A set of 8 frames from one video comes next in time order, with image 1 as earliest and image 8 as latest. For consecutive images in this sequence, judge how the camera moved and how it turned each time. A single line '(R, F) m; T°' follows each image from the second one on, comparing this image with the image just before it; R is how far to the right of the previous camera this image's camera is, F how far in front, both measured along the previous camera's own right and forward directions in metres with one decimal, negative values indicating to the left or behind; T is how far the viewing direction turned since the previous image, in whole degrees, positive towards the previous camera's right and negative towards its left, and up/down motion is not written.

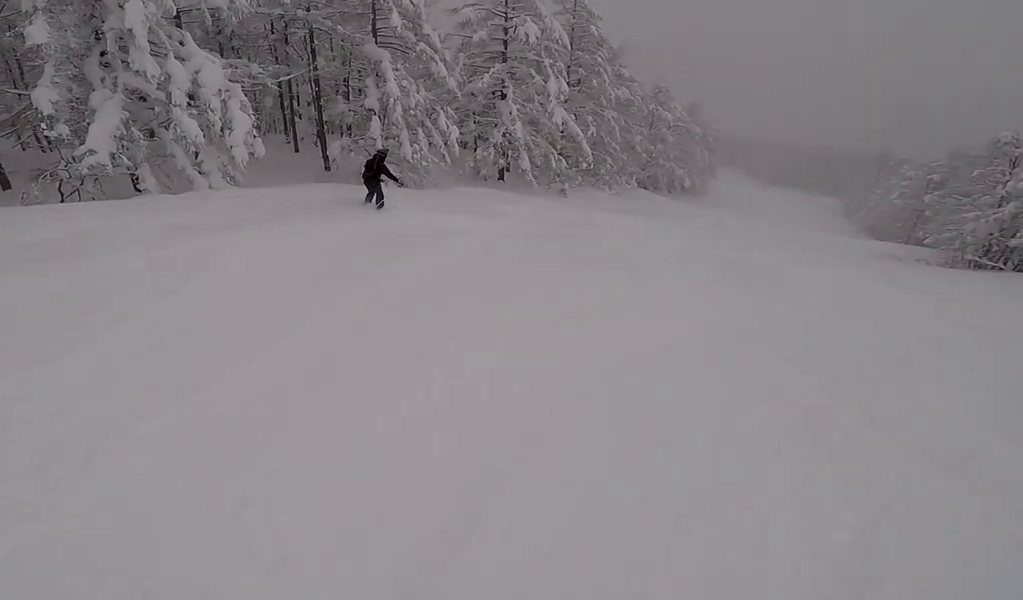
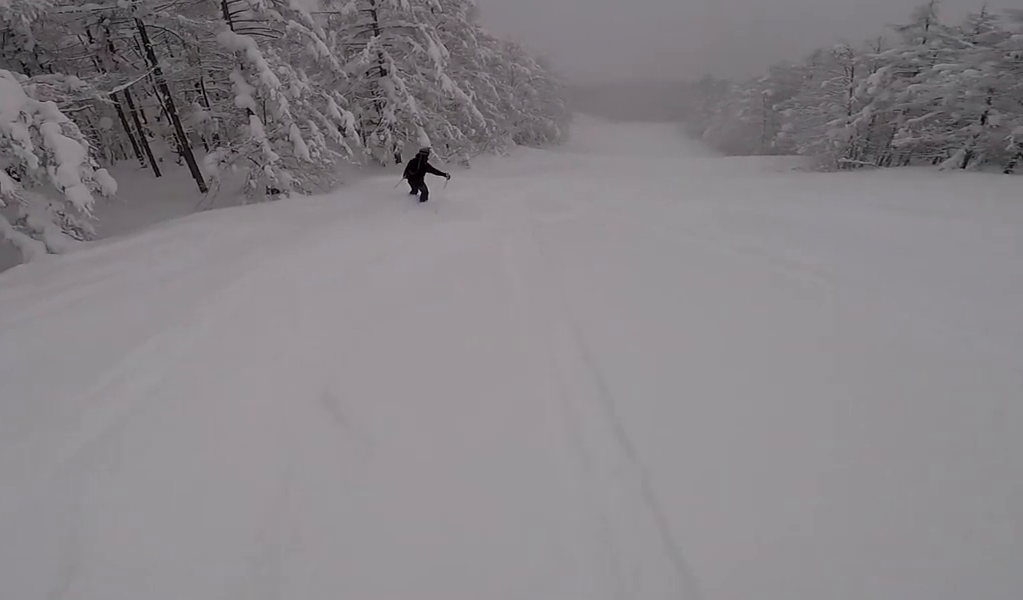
(-1.2, +4.0) m; -5°
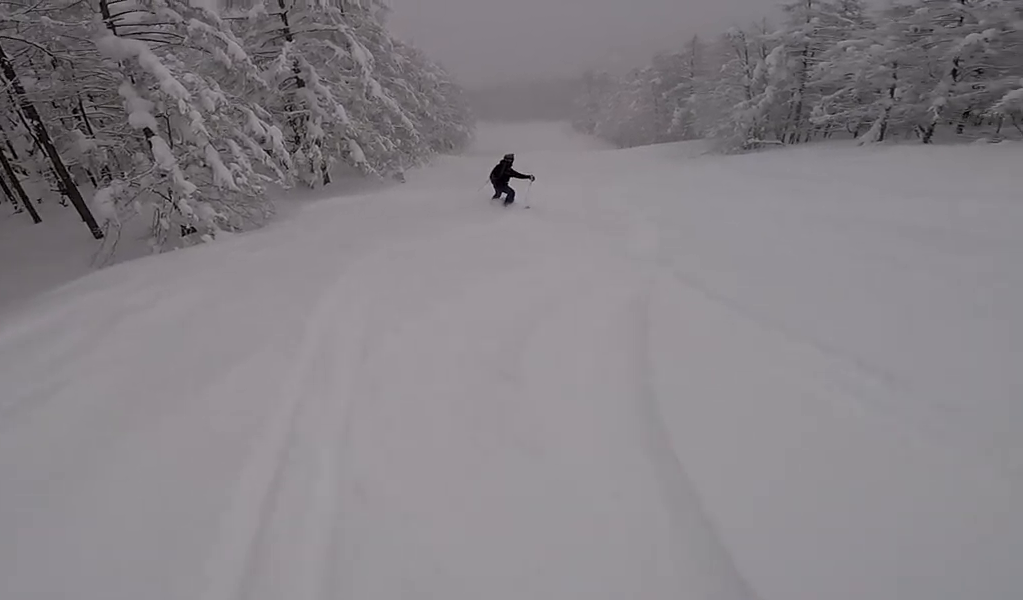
(+0.5, +3.7) m; +11°
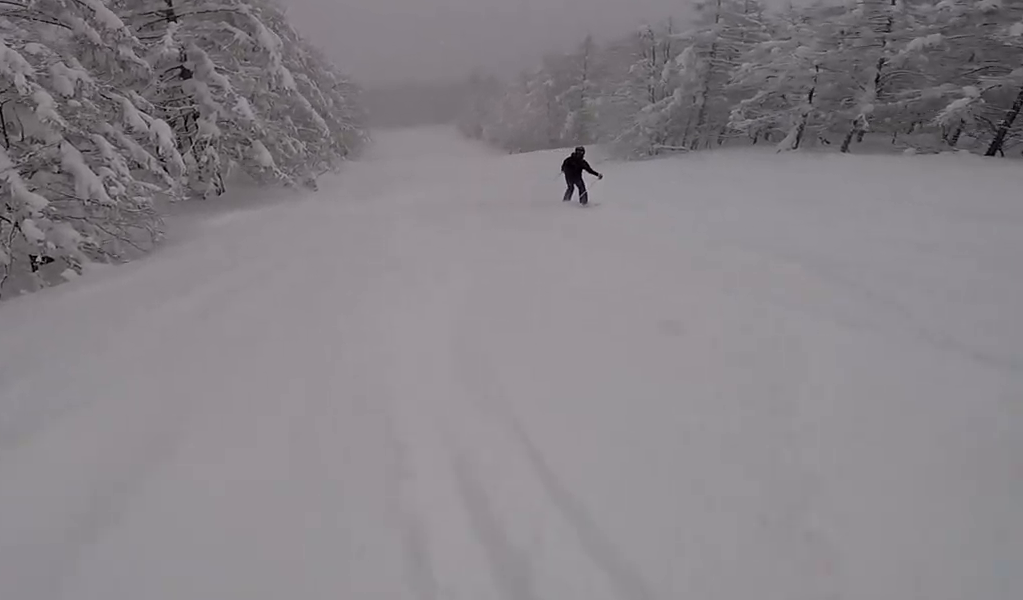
(+0.3, +3.6) m; +14°
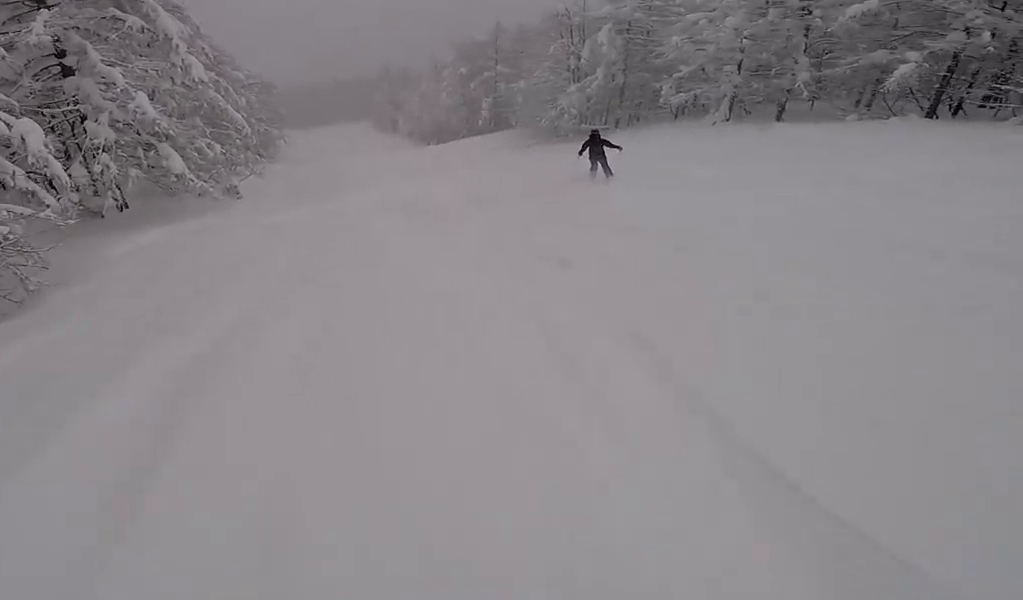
(+0.2, +2.9) m; +12°
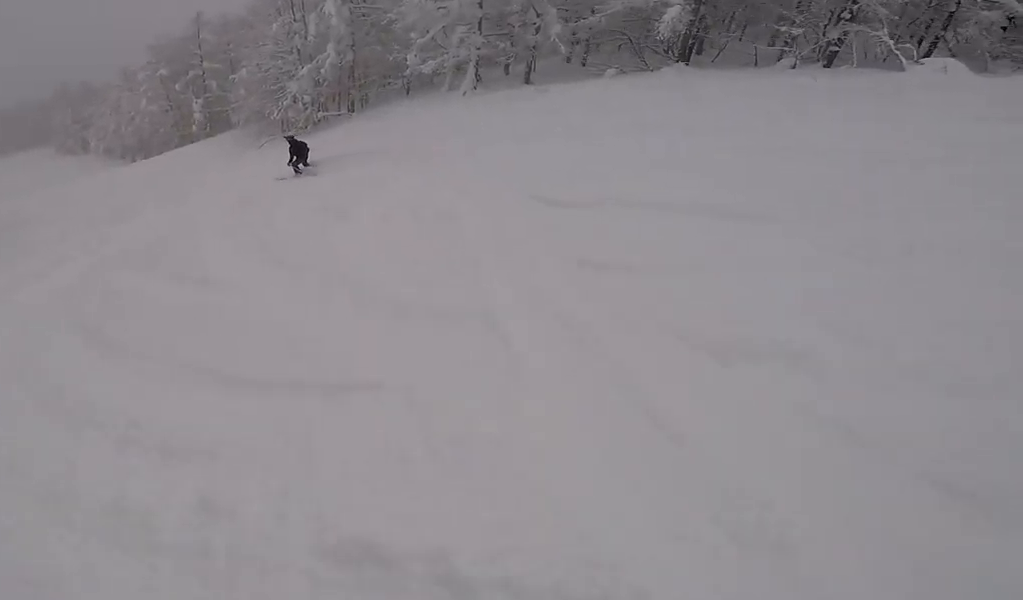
(+1.5, +6.5) m; +26°
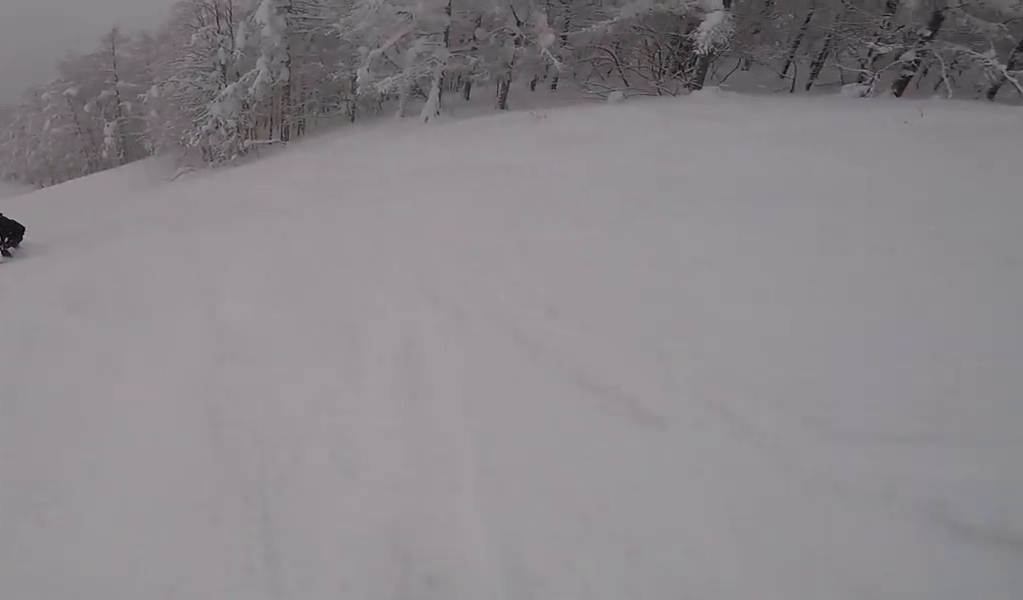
(+1.0, +5.3) m; +10°
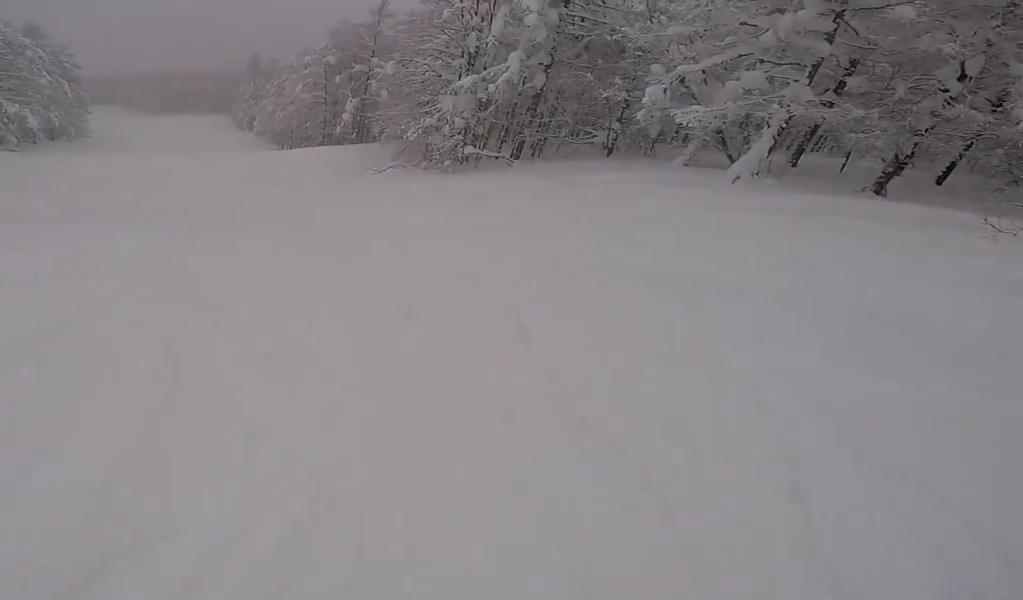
(+0.2, +5.1) m; -9°
